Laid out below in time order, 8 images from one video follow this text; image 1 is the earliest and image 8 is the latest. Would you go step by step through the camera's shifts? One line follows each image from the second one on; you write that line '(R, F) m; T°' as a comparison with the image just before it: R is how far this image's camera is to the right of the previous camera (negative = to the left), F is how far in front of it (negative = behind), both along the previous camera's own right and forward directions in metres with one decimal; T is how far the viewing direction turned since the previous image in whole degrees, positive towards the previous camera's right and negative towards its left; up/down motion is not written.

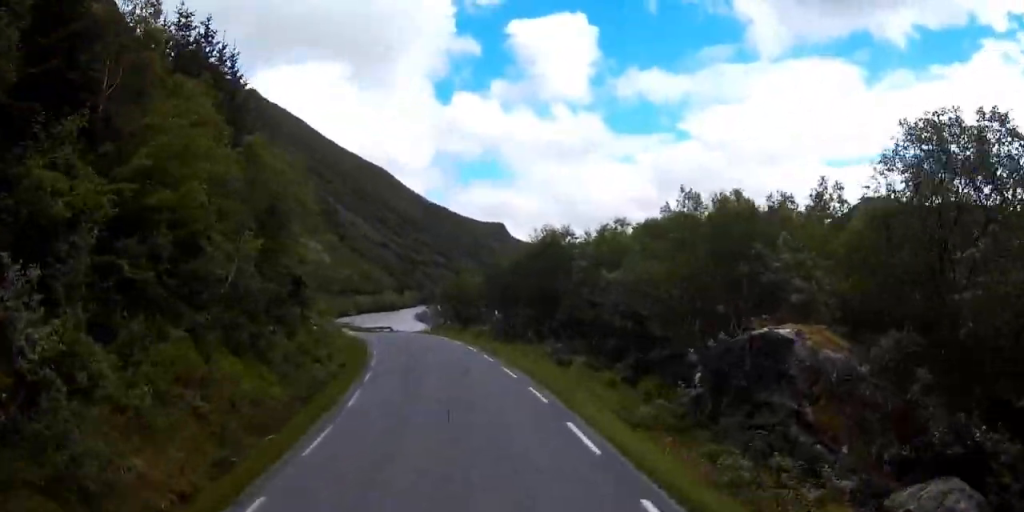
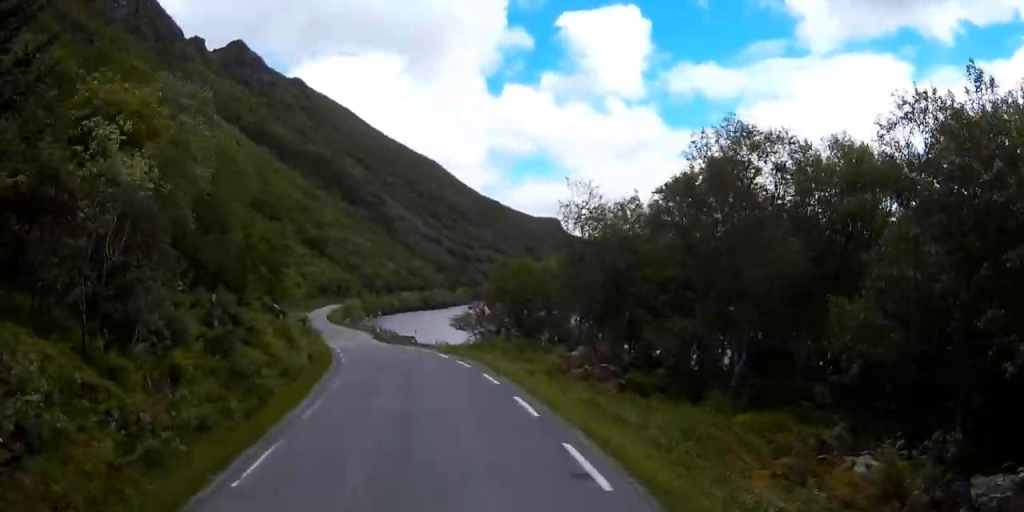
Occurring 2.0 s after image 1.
(-1.5, +25.7) m; -9°
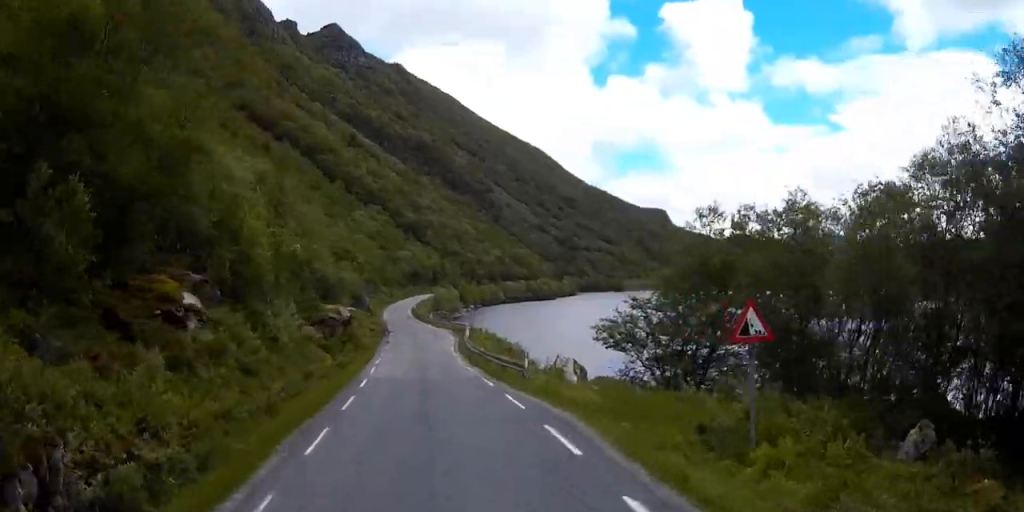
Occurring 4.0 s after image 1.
(-2.3, +26.9) m; -8°
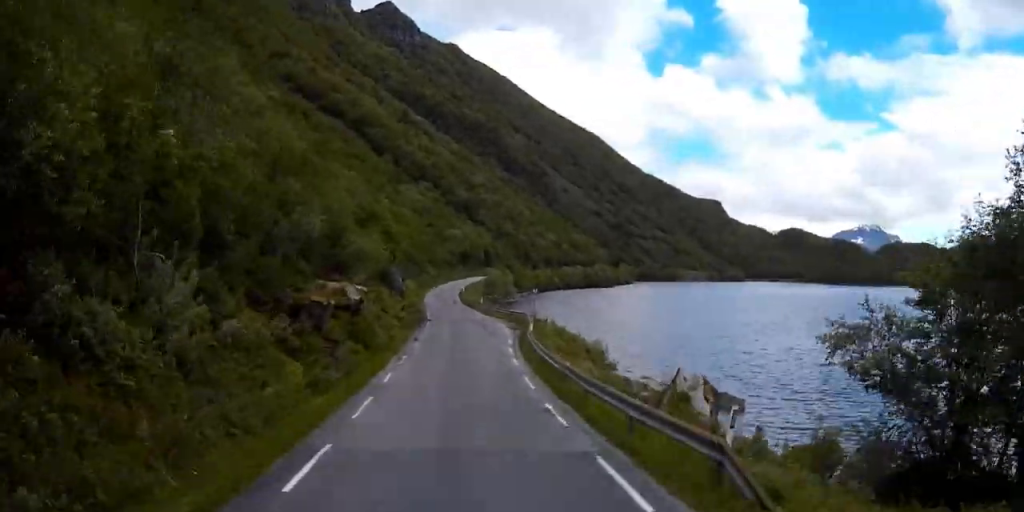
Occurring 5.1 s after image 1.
(-0.6, +16.8) m; -3°
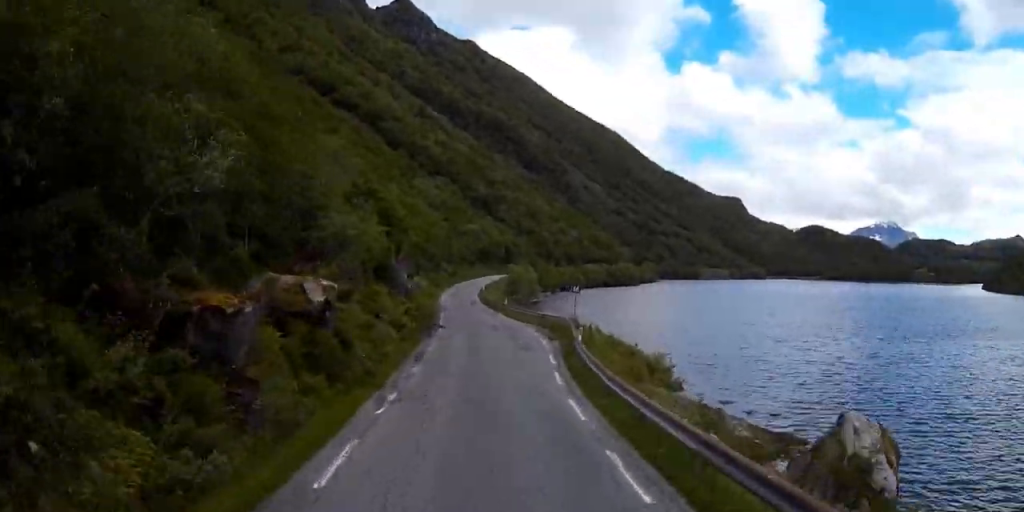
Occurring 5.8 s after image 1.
(0.0, +11.4) m; -2°
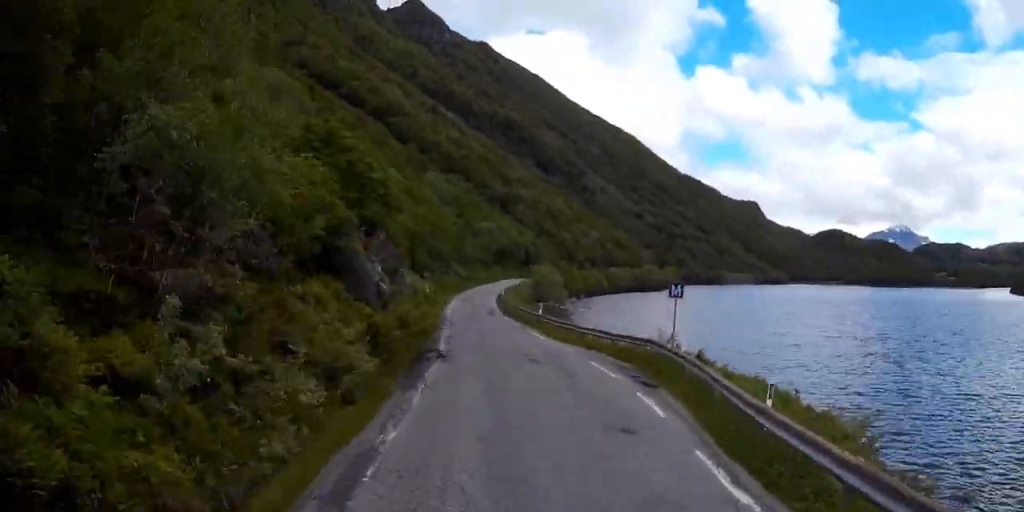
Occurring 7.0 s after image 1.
(-0.7, +17.8) m; -2°
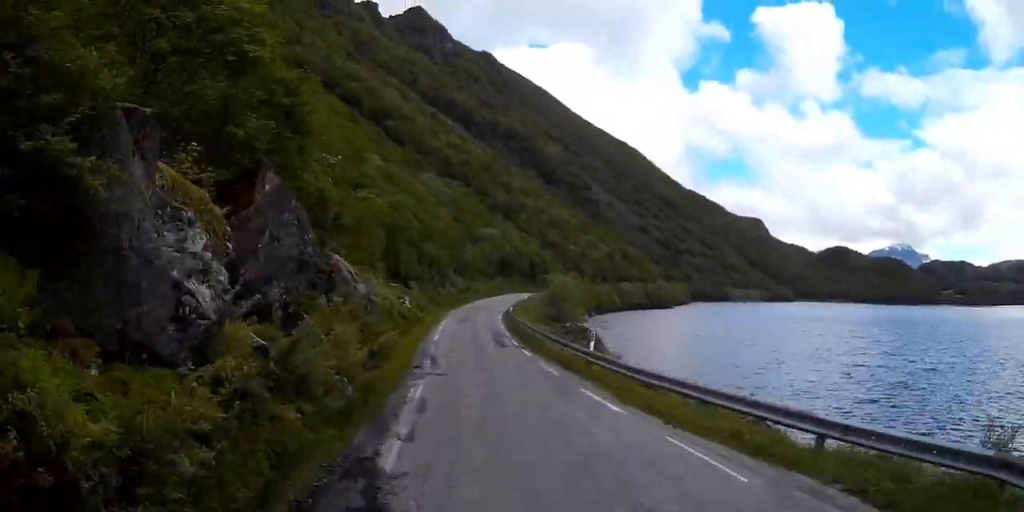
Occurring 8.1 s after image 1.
(-0.2, +16.6) m; -1°
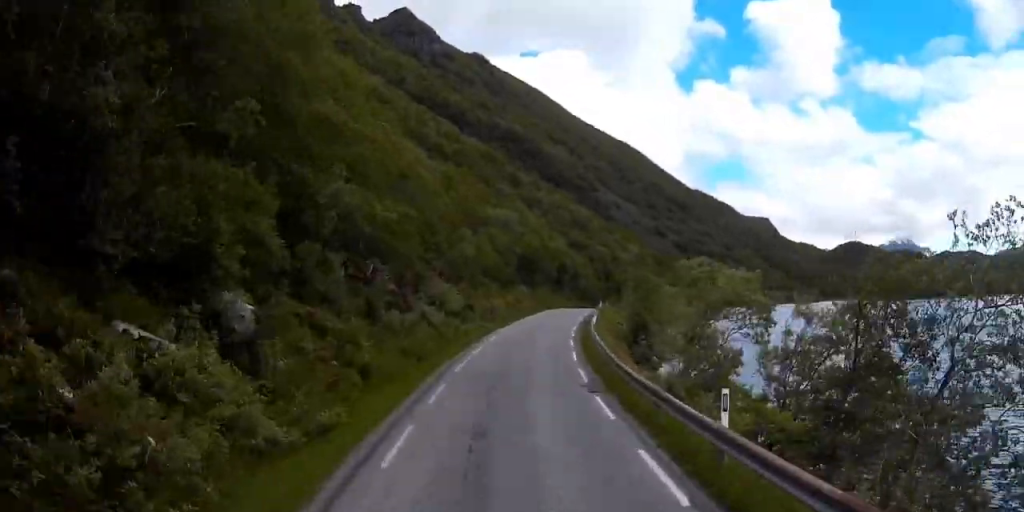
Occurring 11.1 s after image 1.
(-0.1, +47.5) m; +1°
